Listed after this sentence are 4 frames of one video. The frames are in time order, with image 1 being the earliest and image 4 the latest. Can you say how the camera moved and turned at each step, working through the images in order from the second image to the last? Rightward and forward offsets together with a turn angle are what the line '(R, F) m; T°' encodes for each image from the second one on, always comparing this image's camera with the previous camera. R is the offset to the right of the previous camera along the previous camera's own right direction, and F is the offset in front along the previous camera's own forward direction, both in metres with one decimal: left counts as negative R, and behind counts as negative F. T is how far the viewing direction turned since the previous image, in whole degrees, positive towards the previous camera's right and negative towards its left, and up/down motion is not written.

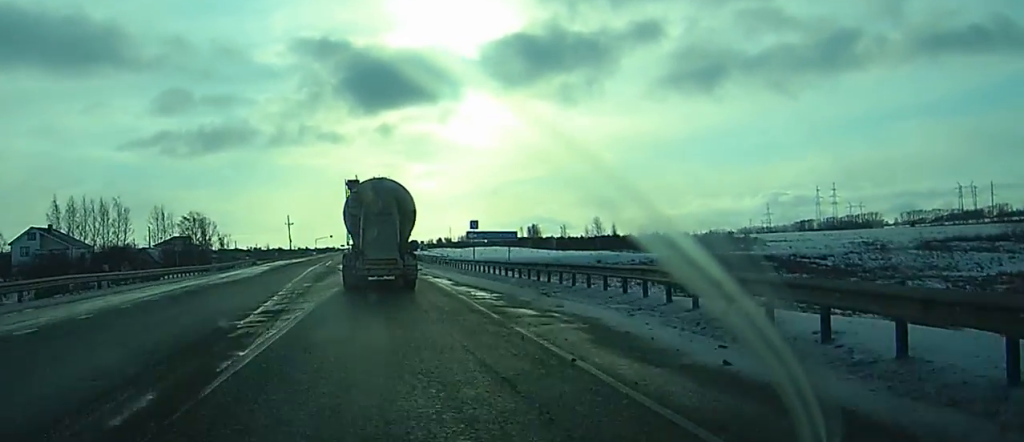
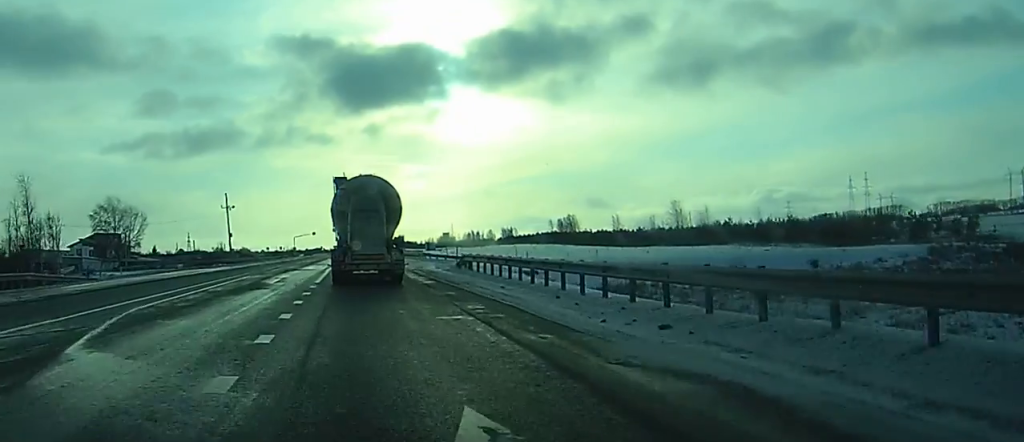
(+1.9, +72.4) m; +2°
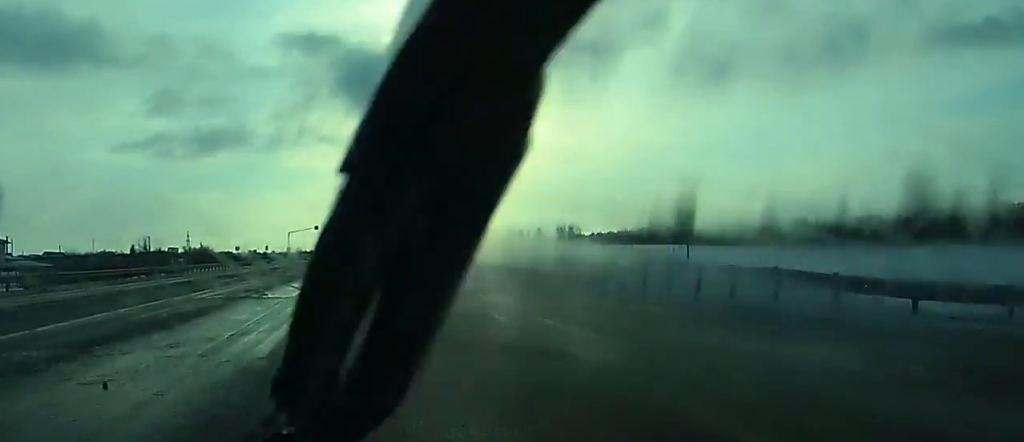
(-1.0, +81.3) m; -1°
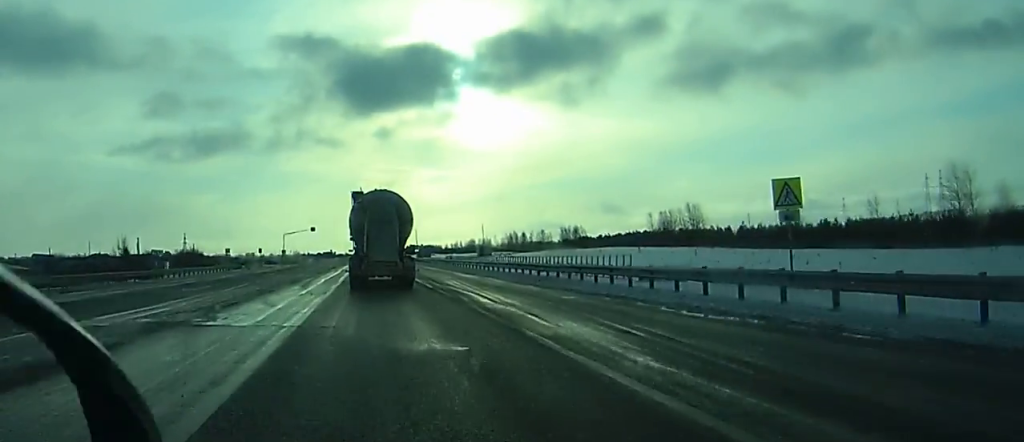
(0.0, +8.8) m; 0°
